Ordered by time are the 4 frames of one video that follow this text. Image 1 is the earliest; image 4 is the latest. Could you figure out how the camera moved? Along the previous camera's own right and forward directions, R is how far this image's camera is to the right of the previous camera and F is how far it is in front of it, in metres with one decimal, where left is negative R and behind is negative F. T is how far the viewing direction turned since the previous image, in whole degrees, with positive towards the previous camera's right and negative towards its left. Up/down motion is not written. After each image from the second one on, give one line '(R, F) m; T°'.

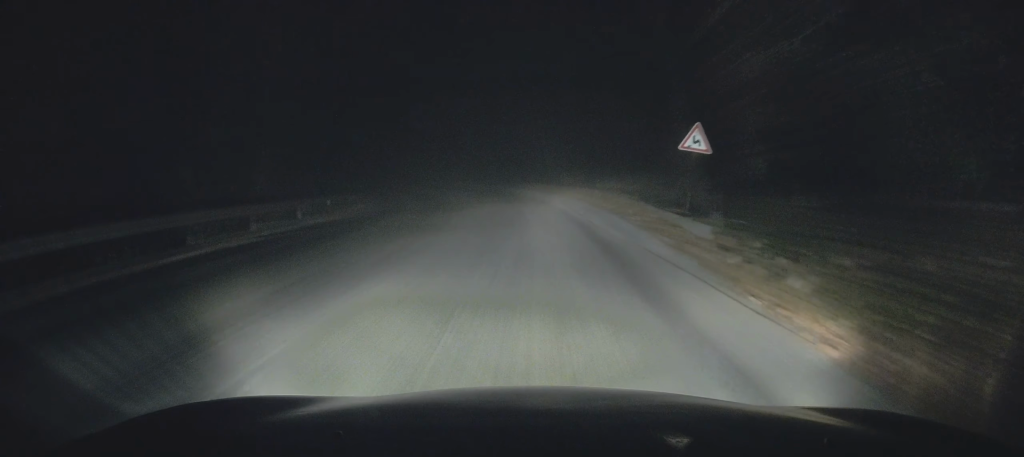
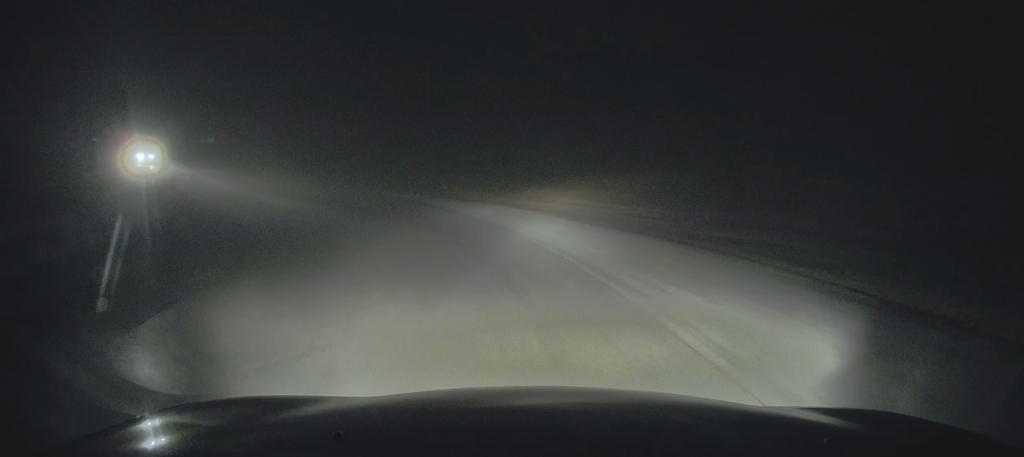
(-5.7, +45.9) m; -28°
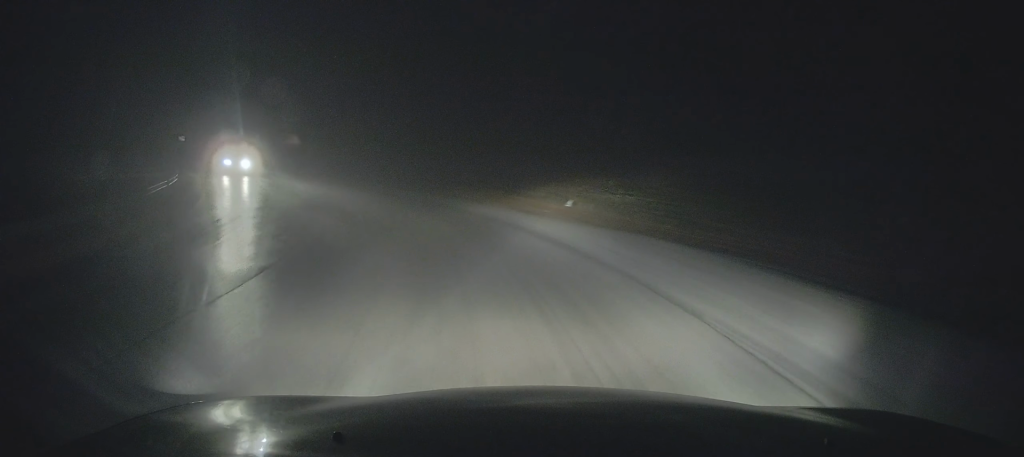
(-0.6, +8.0) m; -12°
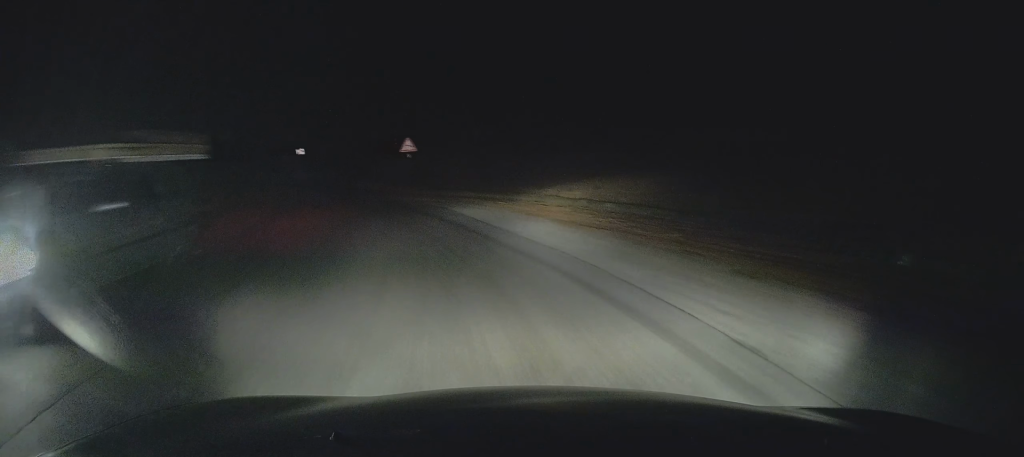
(-2.5, +13.9) m; -15°
